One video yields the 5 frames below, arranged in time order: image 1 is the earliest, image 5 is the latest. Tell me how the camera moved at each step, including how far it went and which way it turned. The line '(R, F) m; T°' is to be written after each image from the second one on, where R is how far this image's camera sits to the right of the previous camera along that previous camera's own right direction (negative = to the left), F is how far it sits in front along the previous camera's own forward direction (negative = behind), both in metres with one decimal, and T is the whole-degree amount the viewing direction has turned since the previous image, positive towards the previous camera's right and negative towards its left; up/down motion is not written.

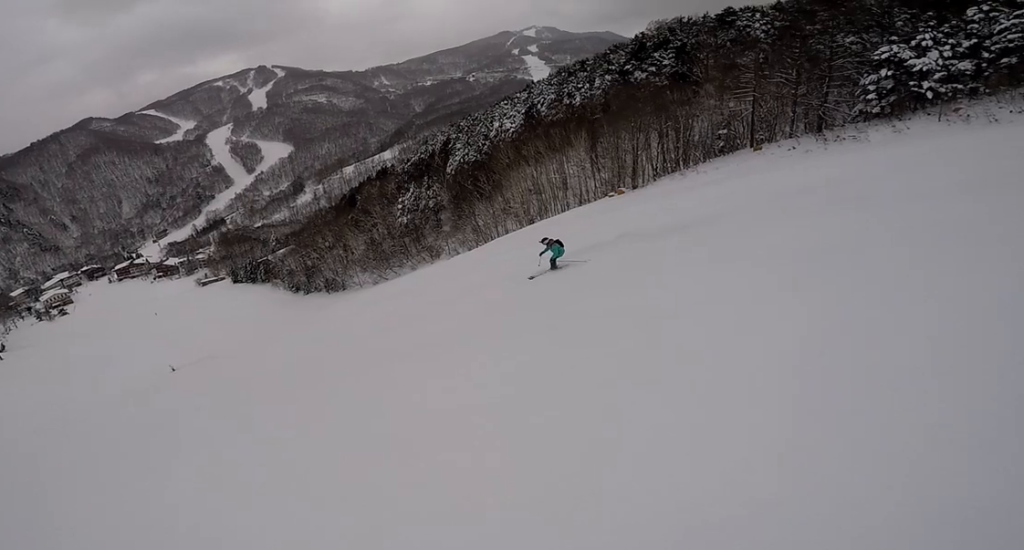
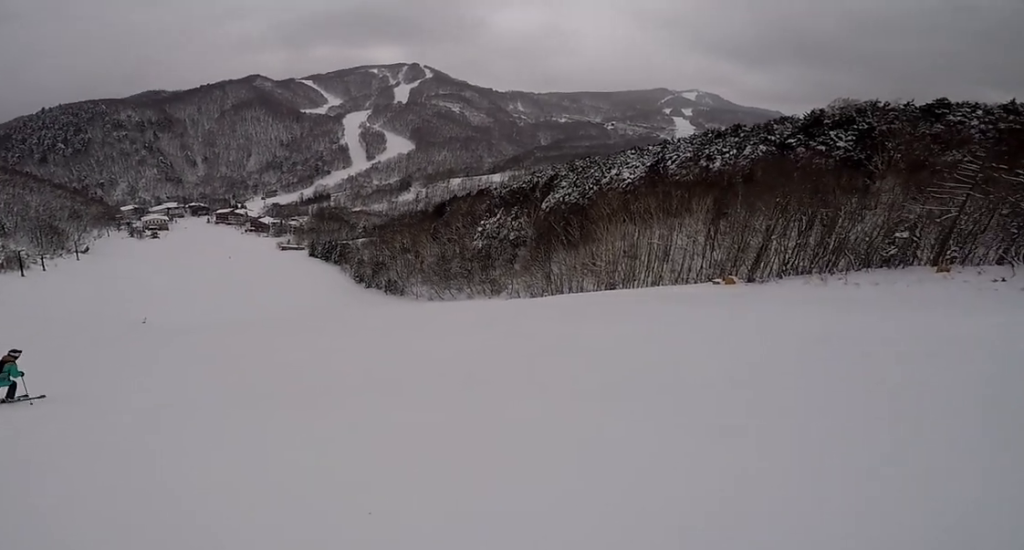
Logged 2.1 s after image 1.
(-0.5, +11.2) m; -31°
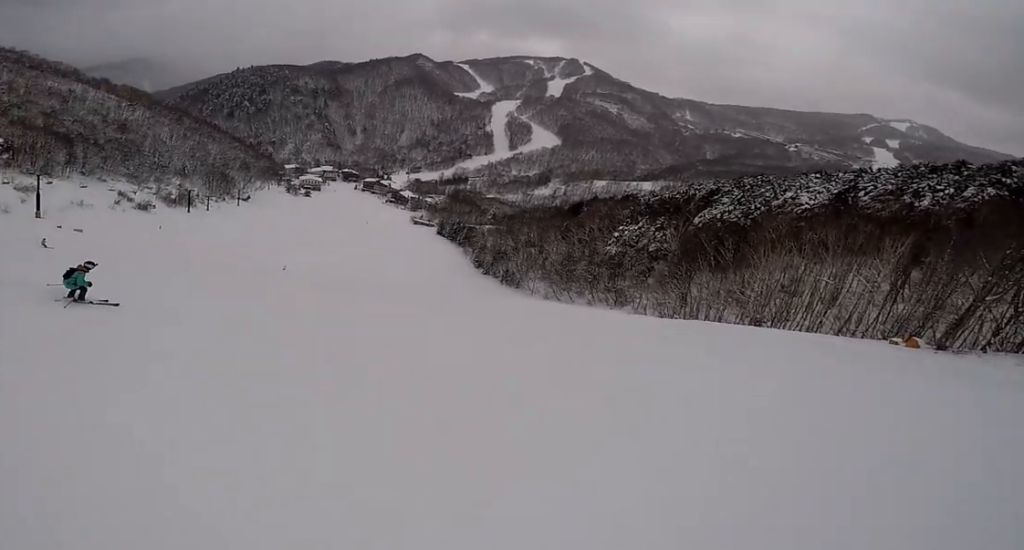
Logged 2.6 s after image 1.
(0.0, +2.8) m; -20°
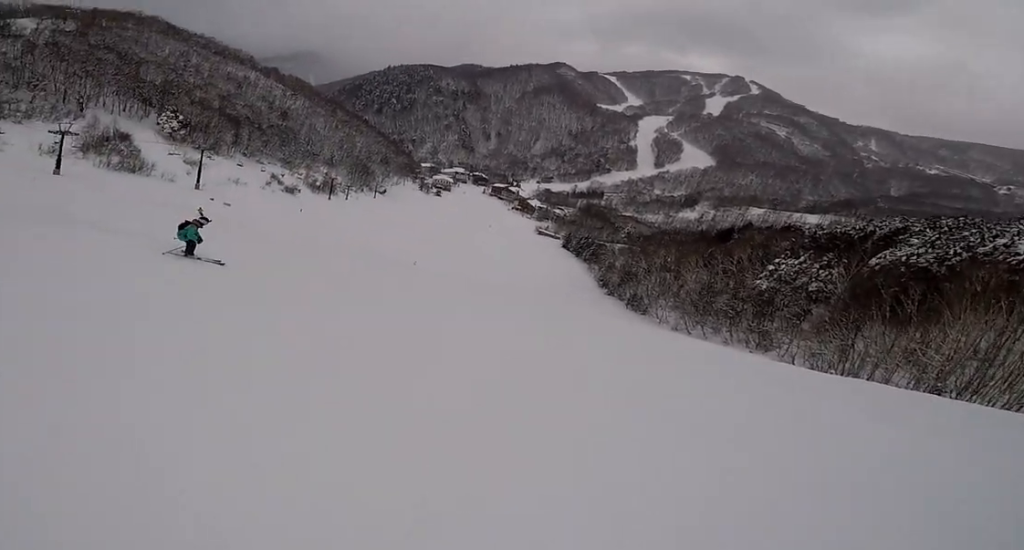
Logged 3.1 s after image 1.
(-0.9, +2.4) m; -14°
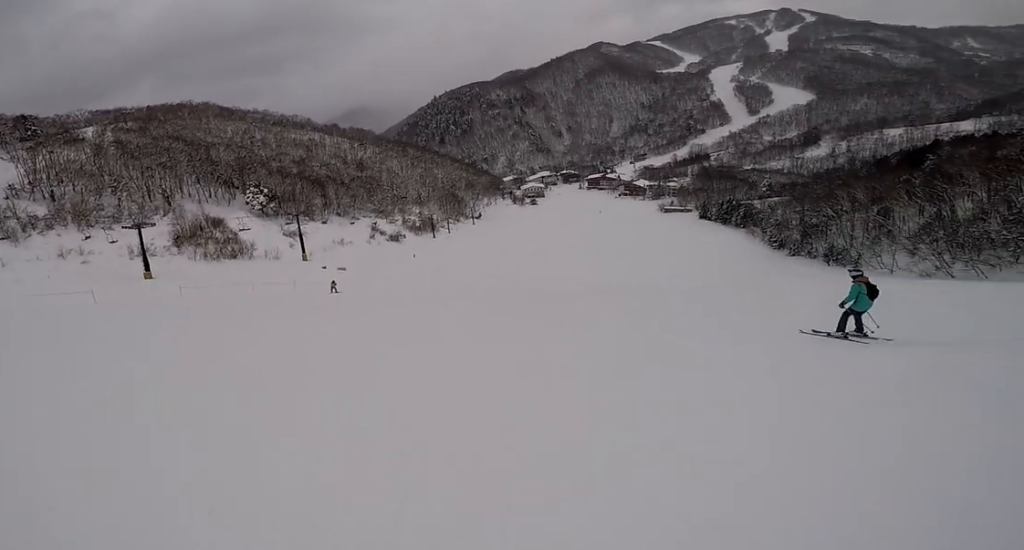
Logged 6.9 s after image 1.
(-10.0, +17.8) m; -25°
